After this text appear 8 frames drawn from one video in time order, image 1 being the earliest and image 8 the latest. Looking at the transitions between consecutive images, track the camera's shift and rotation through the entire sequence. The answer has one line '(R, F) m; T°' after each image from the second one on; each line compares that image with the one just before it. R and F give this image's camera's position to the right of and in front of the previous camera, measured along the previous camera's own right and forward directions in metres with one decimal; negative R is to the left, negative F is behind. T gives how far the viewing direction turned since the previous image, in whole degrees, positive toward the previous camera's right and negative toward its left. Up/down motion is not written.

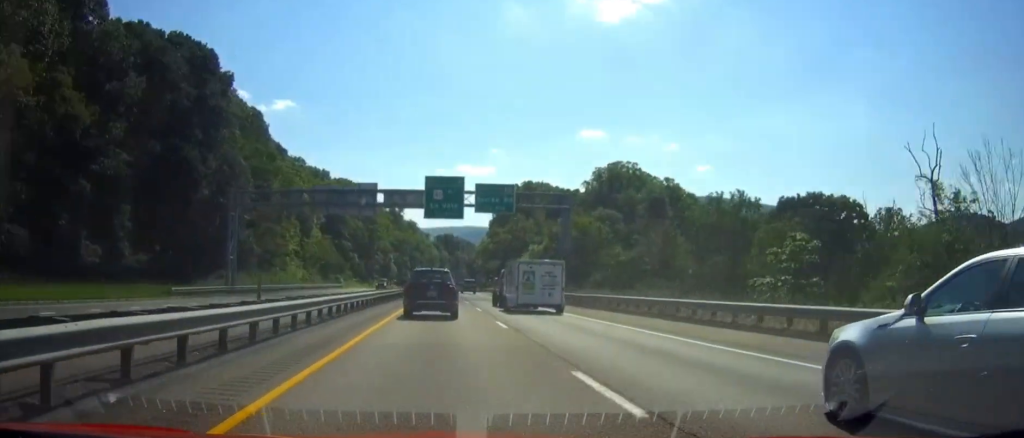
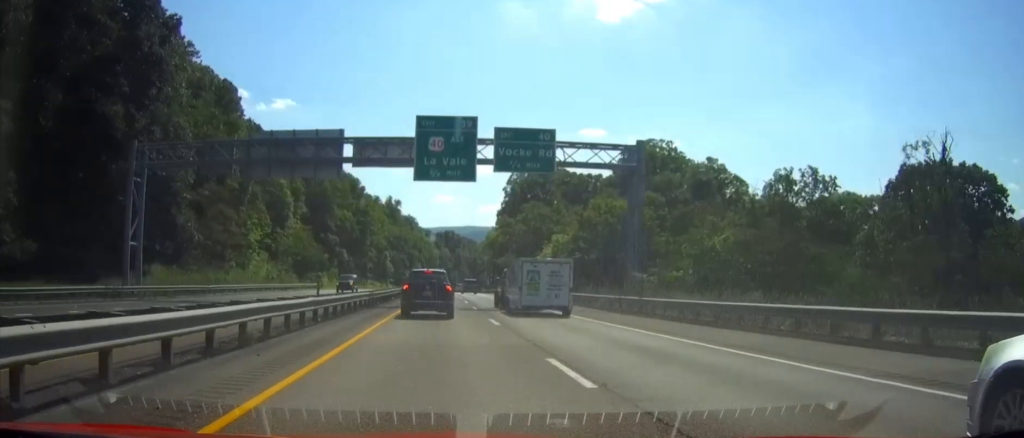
(0.0, +23.2) m; 0°
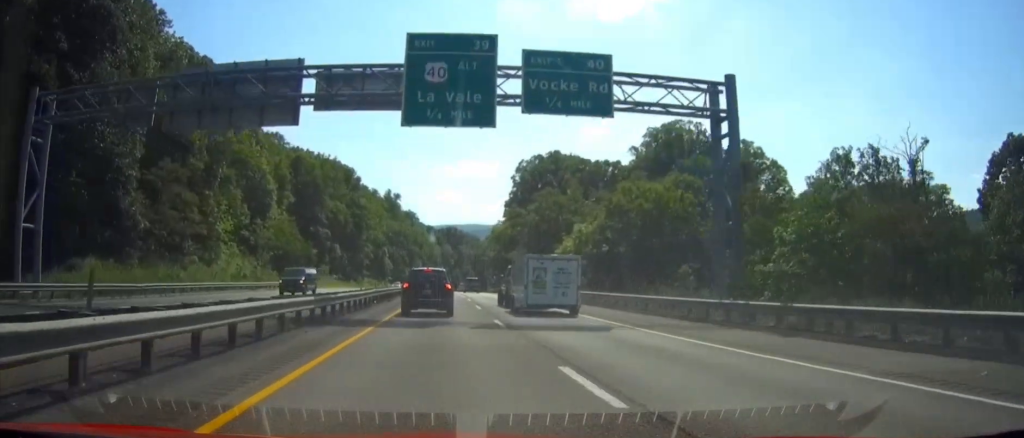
(0.0, +13.9) m; 0°
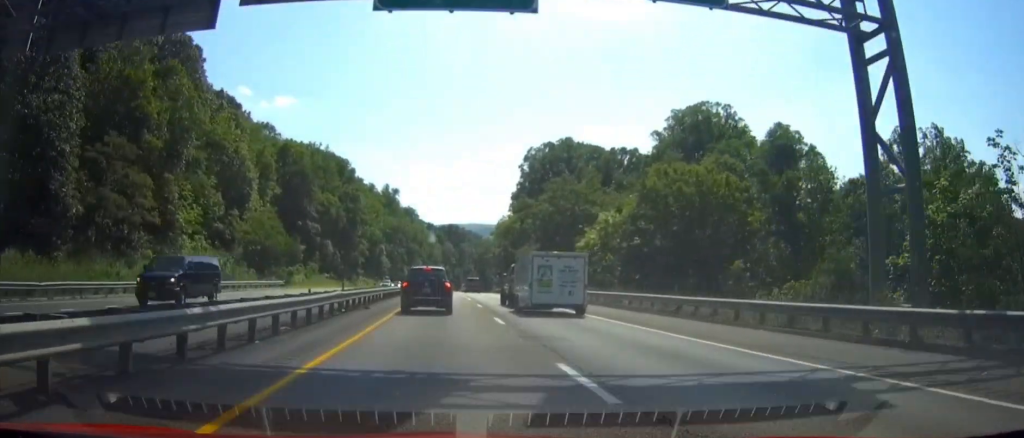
(0.0, +12.0) m; 0°
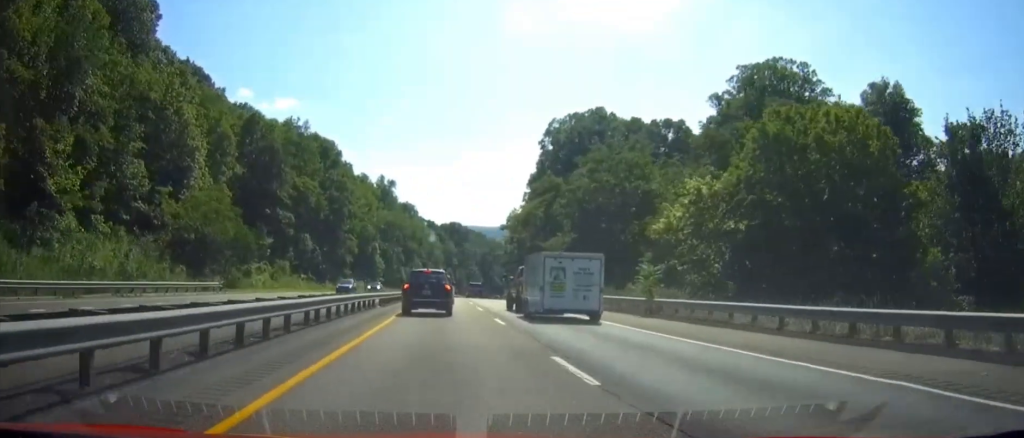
(0.0, +23.8) m; 0°
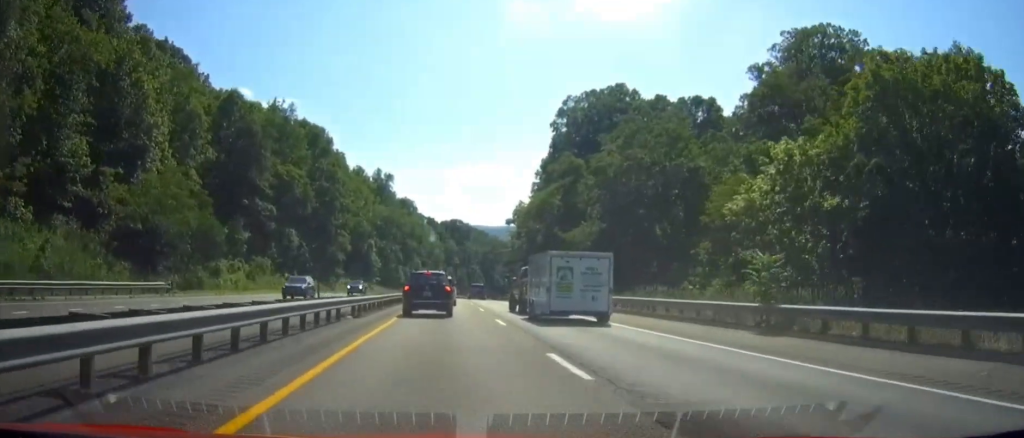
(0.0, +11.8) m; 0°
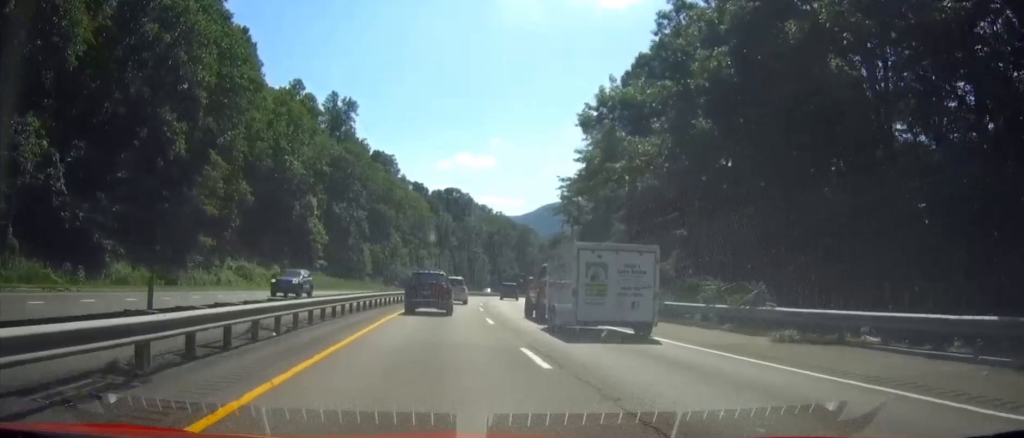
(+0.3, +71.6) m; 0°
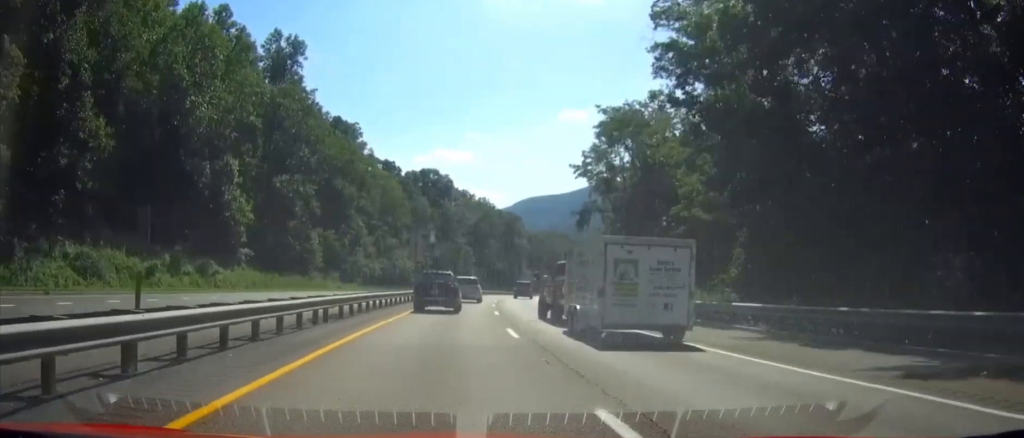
(+0.3, +30.7) m; +2°
